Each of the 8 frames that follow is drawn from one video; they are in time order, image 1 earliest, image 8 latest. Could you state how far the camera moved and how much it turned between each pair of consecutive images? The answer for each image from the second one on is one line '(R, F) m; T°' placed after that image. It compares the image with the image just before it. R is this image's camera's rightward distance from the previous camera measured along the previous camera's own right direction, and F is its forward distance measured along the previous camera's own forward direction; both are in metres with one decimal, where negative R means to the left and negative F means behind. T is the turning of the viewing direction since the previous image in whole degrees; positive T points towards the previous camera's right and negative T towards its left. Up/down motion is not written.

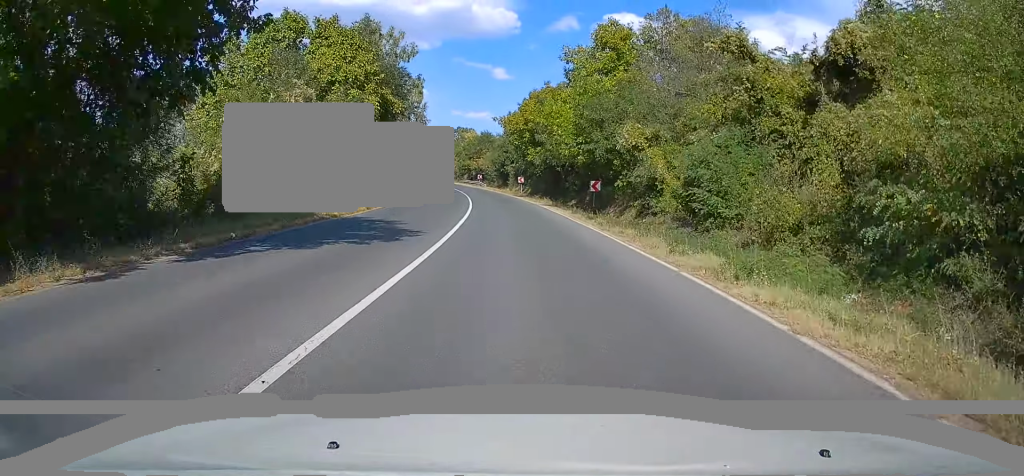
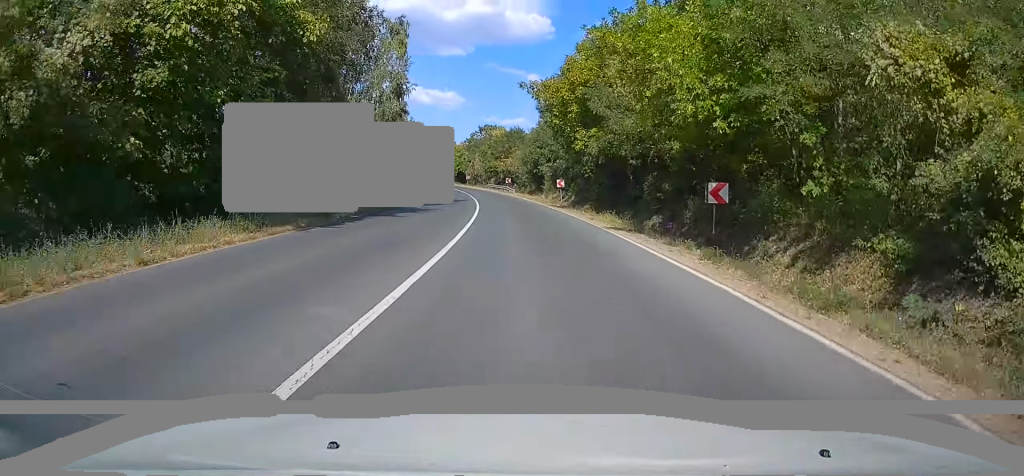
(-0.3, +19.5) m; -2°
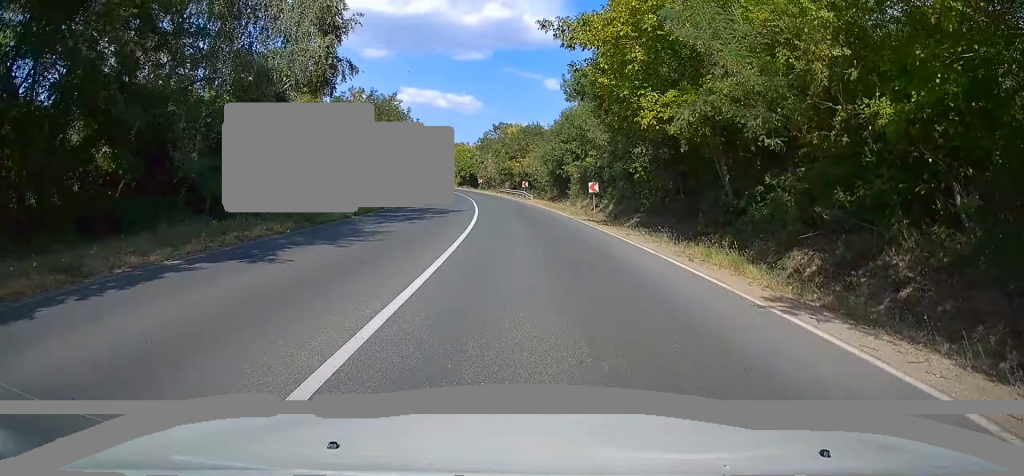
(-0.3, +13.3) m; -2°
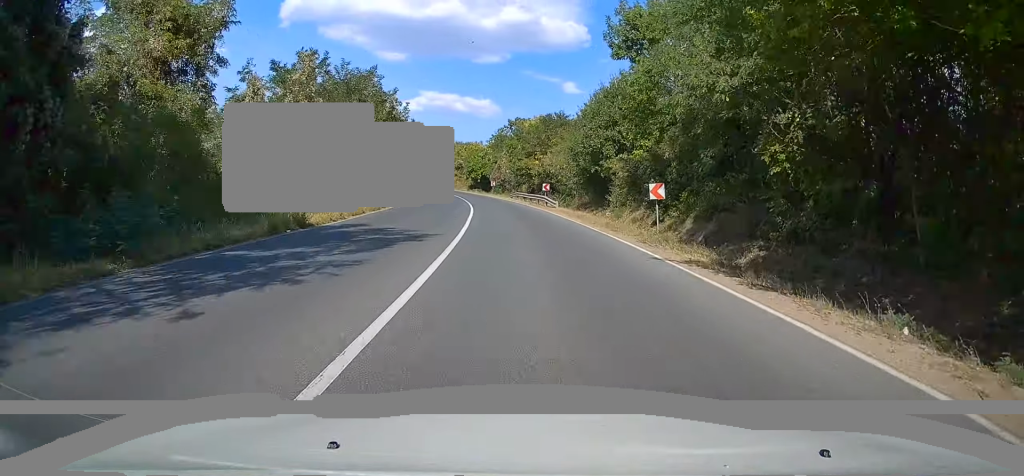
(-0.2, +14.9) m; -2°
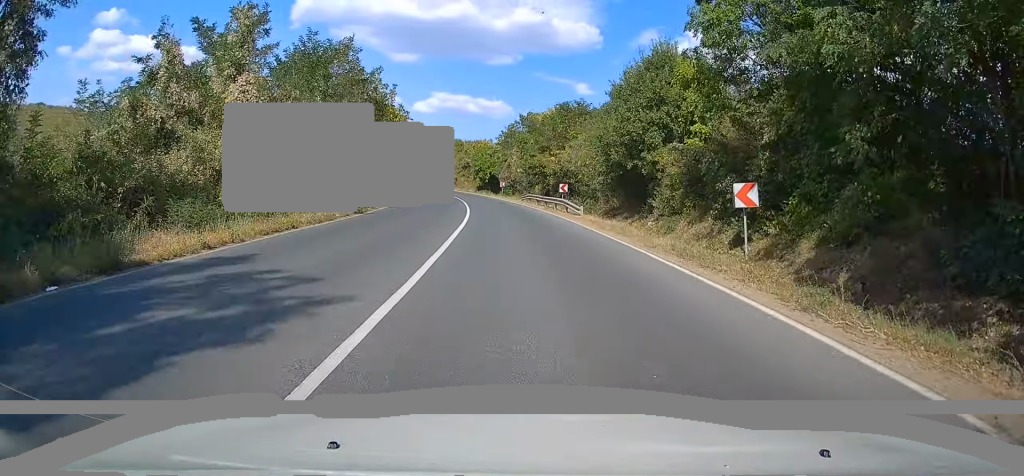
(-0.2, +9.4) m; -2°
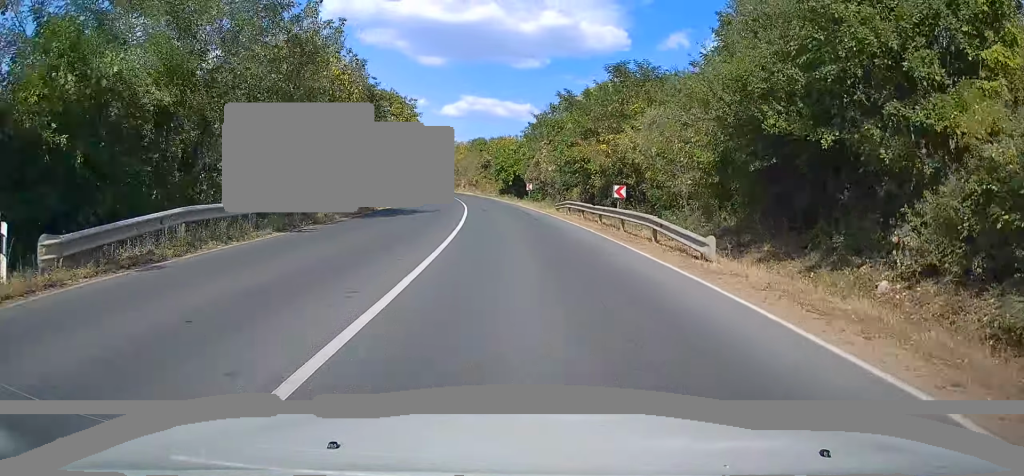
(-0.4, +17.3) m; -2°
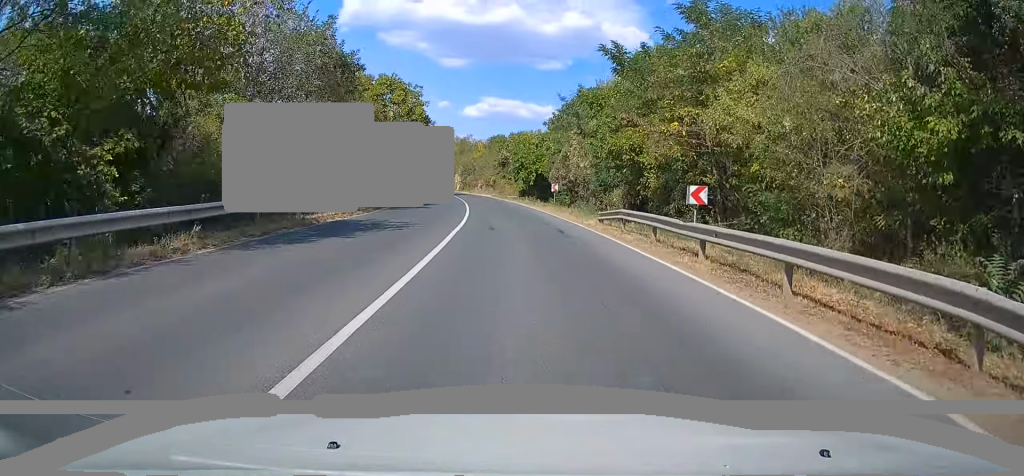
(-0.2, +11.8) m; -1°
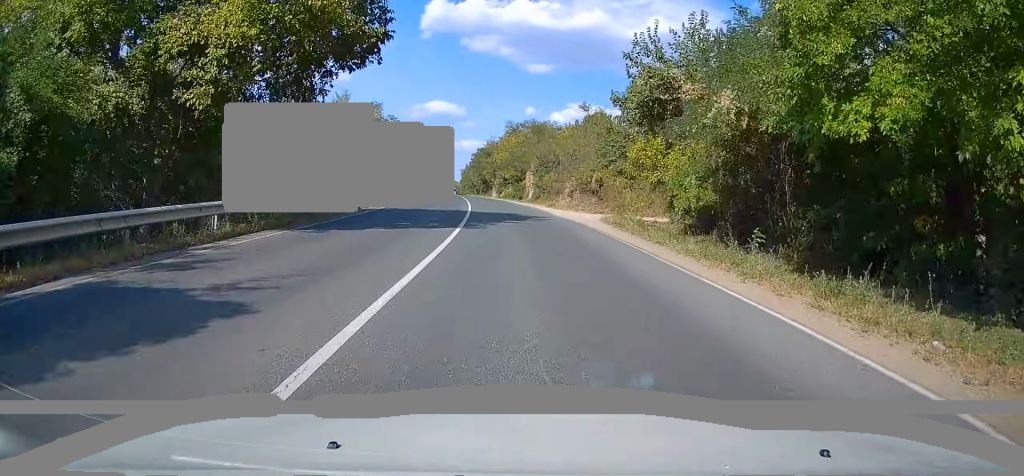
(-3.6, +54.6) m; -8°
